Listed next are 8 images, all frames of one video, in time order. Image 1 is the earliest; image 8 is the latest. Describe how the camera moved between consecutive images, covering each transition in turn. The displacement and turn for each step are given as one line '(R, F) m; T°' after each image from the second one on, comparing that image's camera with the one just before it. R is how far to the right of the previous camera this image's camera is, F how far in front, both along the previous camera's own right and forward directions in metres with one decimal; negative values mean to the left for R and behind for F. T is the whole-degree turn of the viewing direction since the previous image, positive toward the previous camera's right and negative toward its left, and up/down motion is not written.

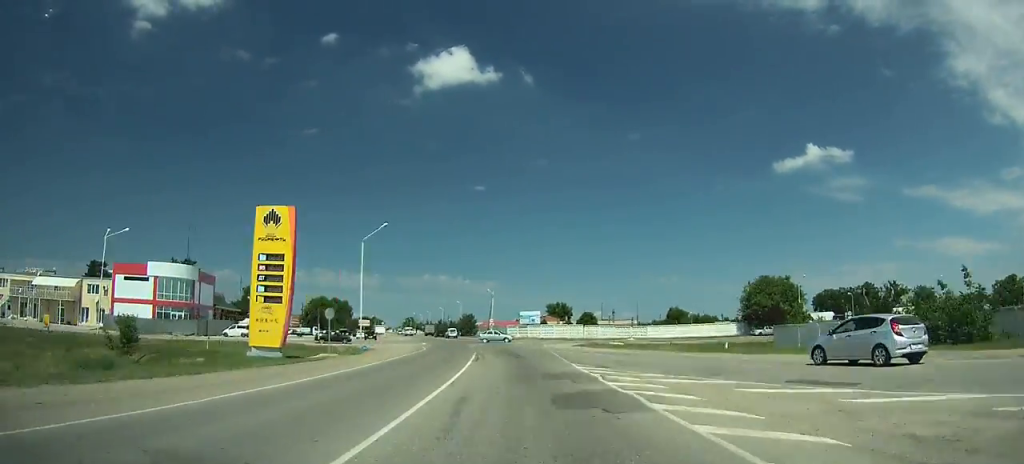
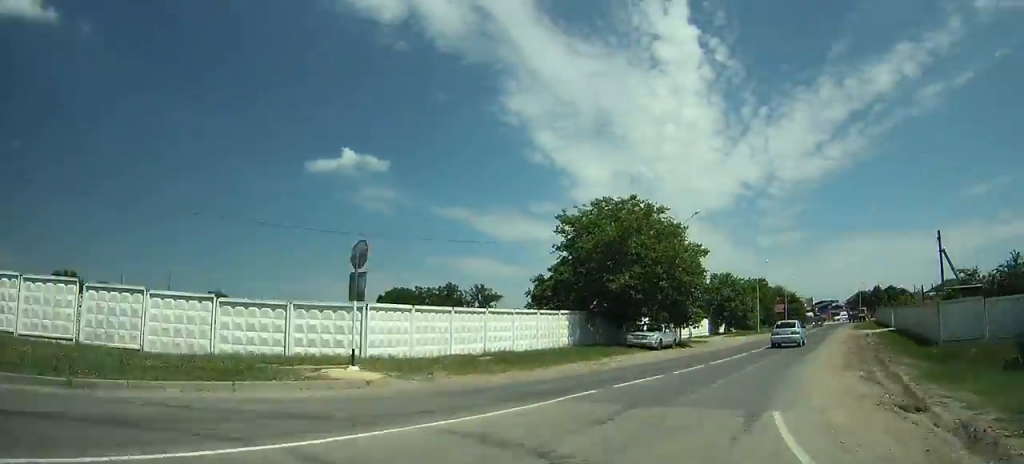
(+7.4, +71.5) m; +36°
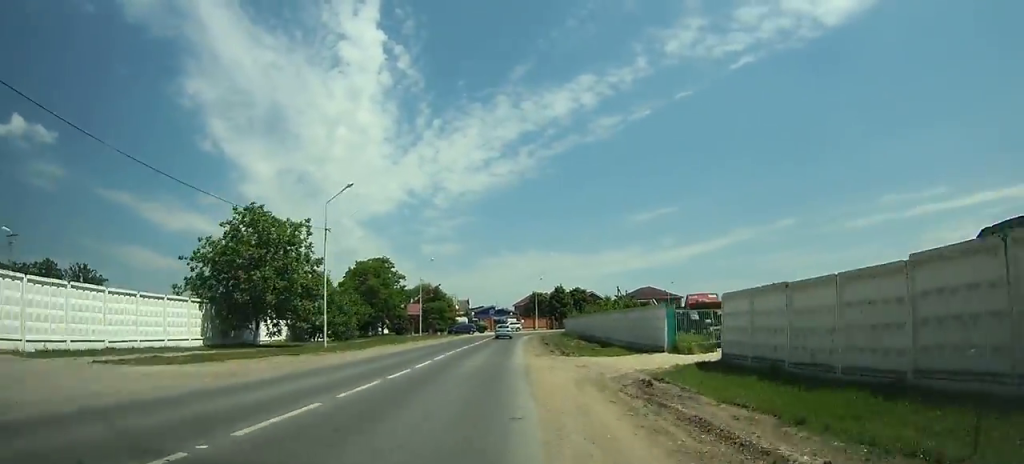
(+19.4, +37.4) m; +38°
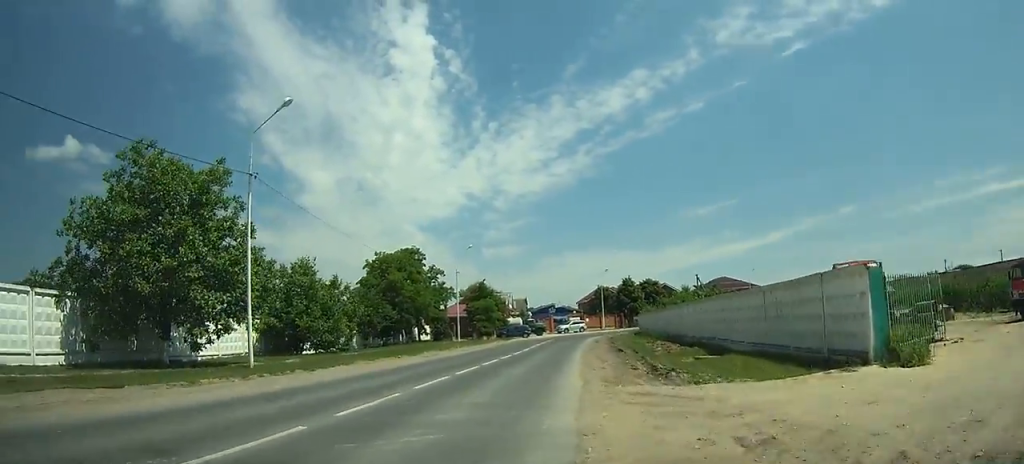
(-0.1, +16.4) m; -24°
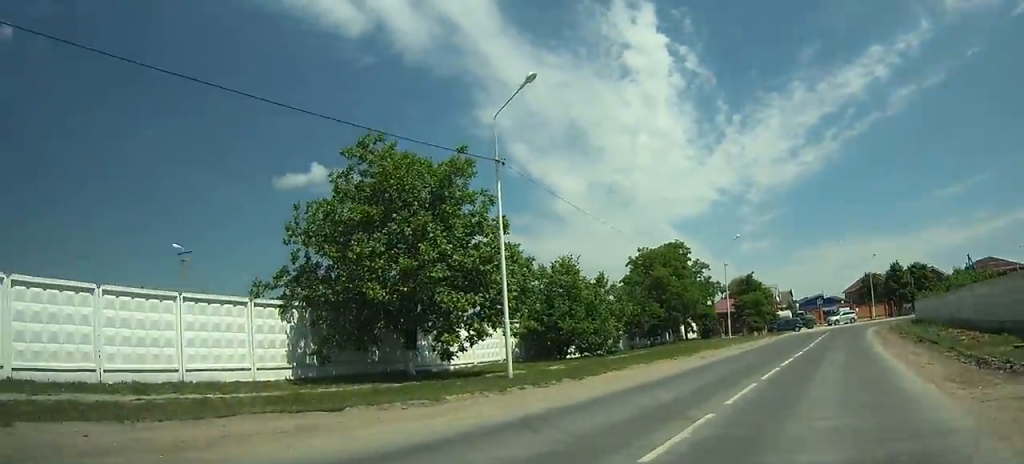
(+1.8, +5.0) m; -20°
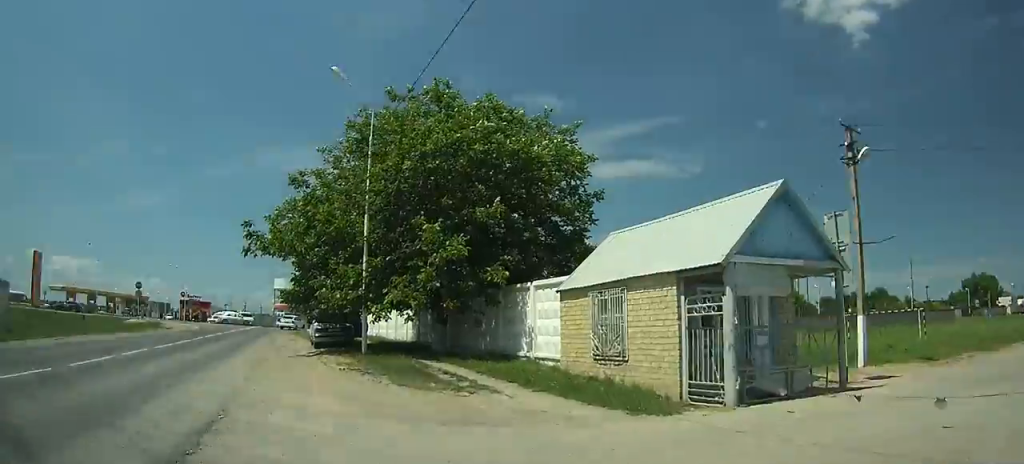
(-7.9, -1.1) m; -126°
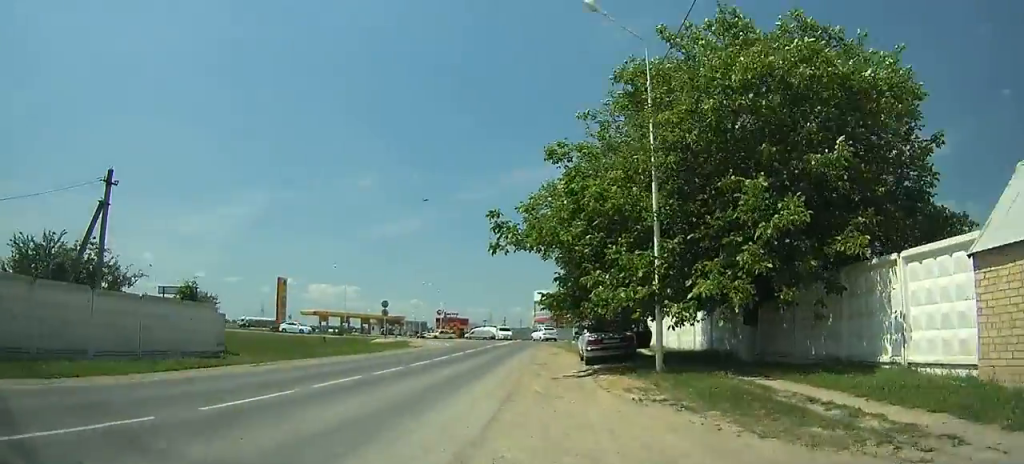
(-1.6, +5.4) m; -8°
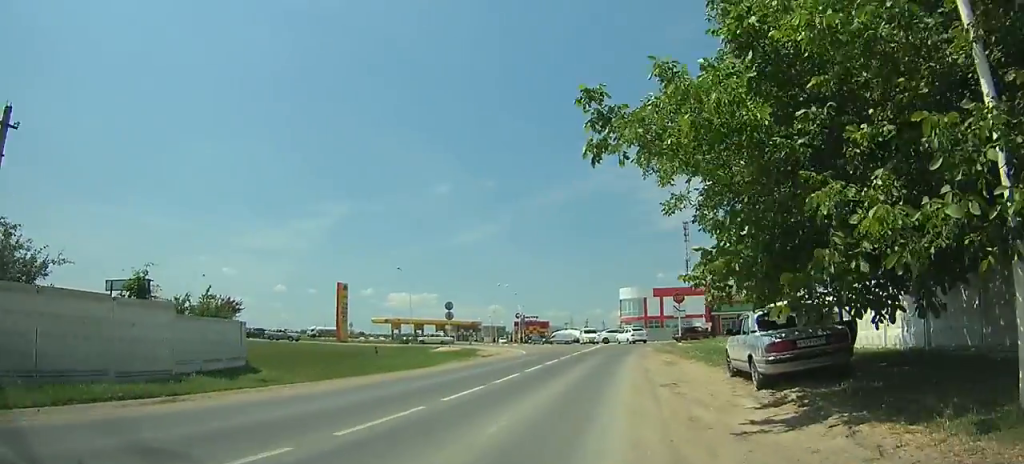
(-1.1, +7.2) m; -8°
